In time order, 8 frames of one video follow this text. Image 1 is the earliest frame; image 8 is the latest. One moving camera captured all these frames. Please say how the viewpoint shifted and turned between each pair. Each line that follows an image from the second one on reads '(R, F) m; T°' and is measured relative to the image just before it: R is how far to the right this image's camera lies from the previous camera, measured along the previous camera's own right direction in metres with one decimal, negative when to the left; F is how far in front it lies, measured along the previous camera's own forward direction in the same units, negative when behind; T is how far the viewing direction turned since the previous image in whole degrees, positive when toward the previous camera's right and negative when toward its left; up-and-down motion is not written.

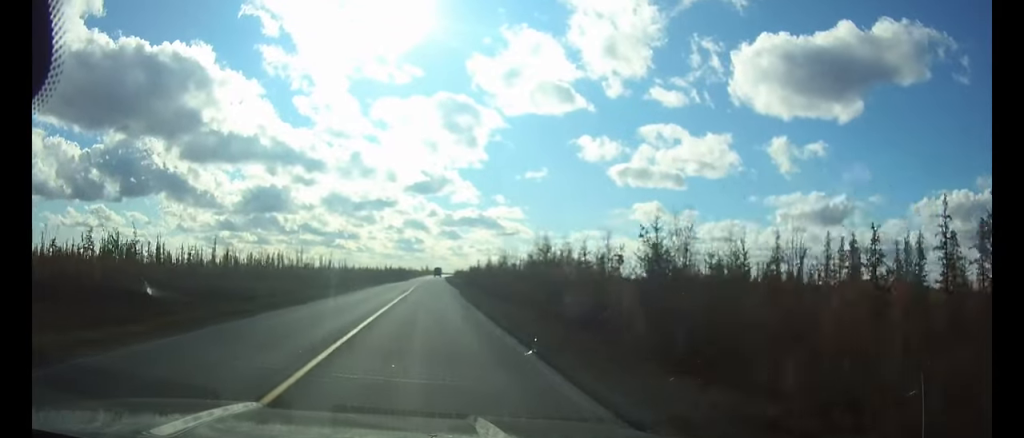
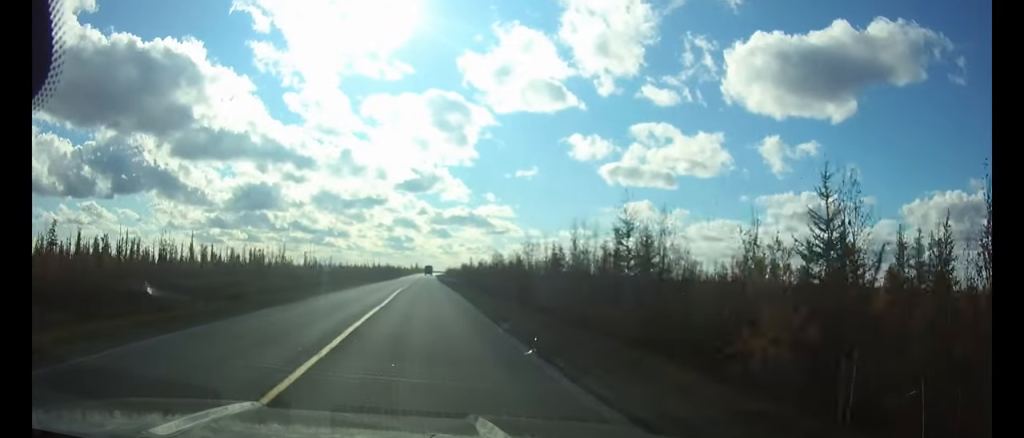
(+0.1, +13.0) m; 0°
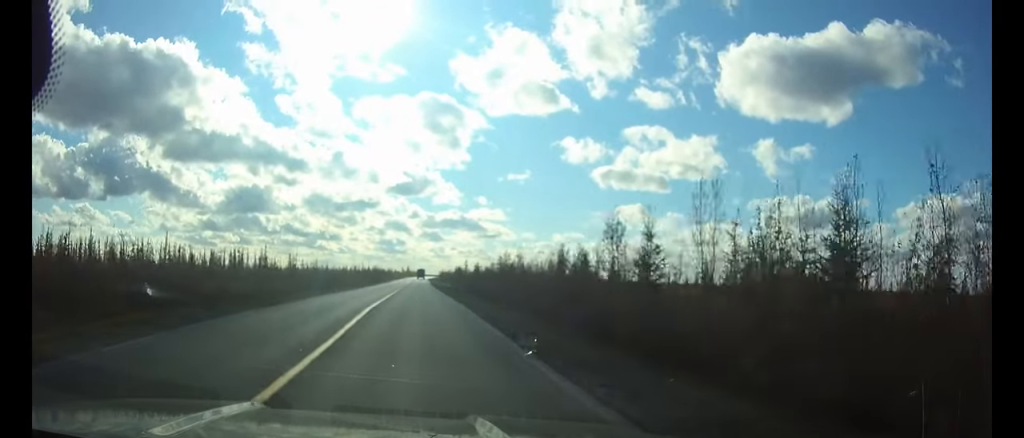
(0.0, +15.9) m; +1°
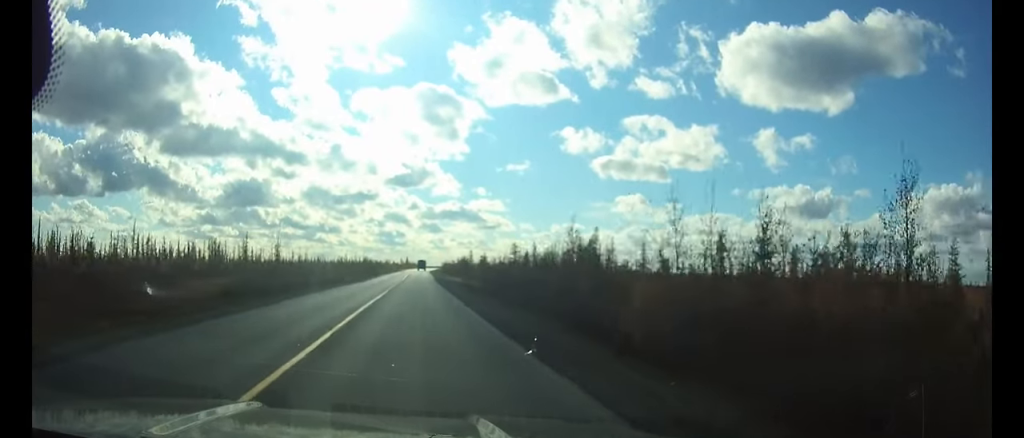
(+0.2, +20.8) m; +1°
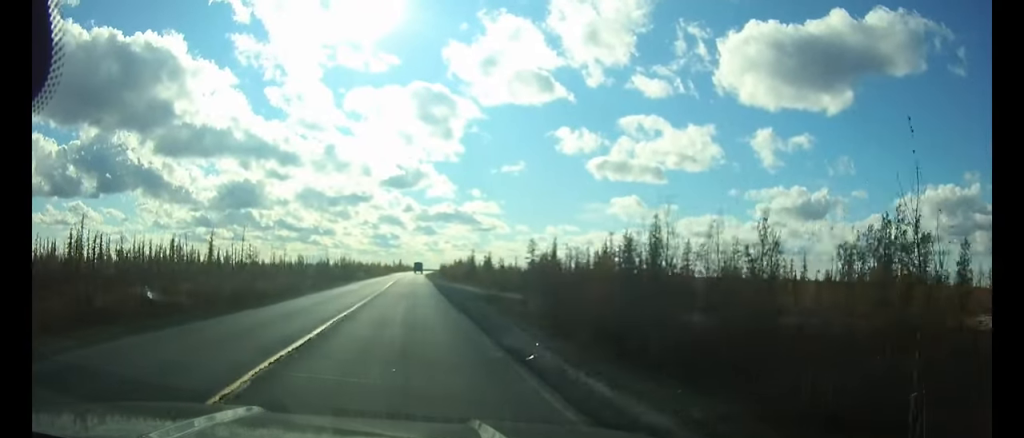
(+0.2, +26.5) m; 0°
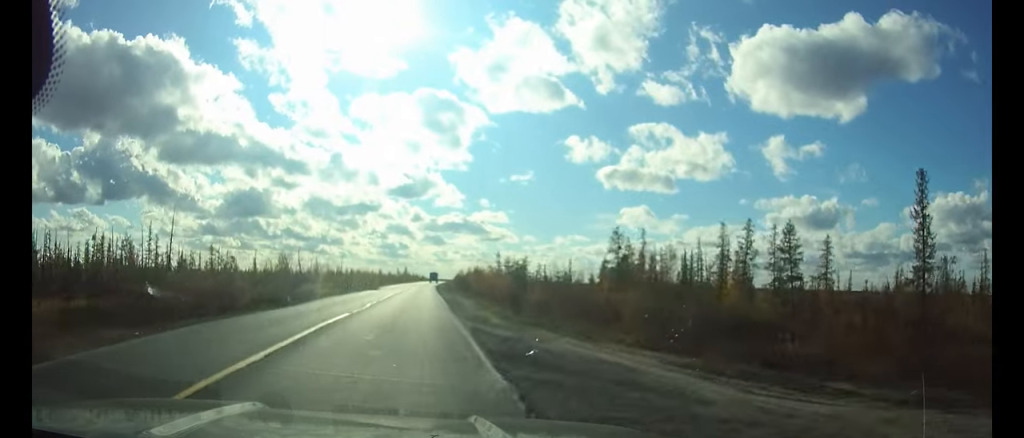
(-0.5, +46.9) m; -1°
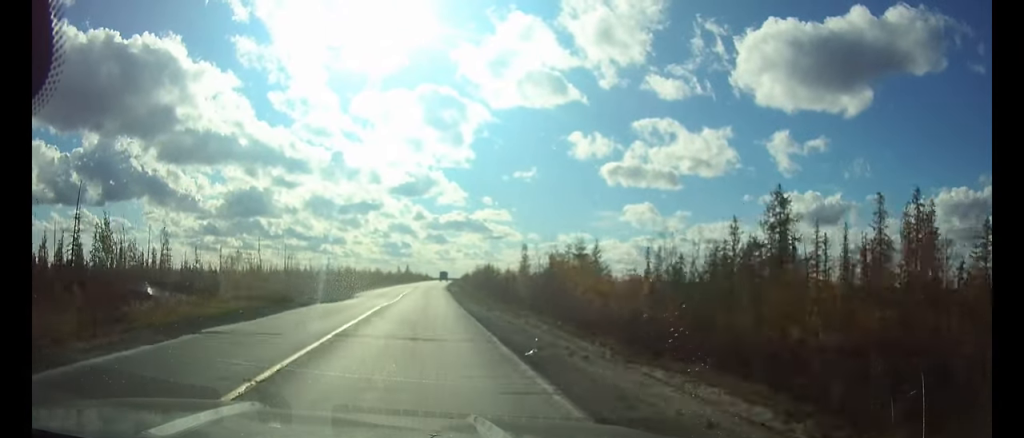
(0.0, +32.1) m; 0°
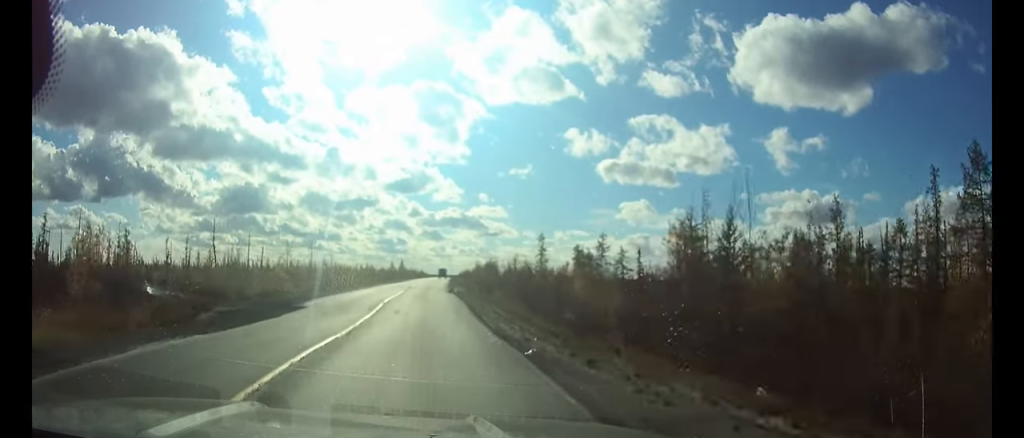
(0.0, +17.8) m; +1°
